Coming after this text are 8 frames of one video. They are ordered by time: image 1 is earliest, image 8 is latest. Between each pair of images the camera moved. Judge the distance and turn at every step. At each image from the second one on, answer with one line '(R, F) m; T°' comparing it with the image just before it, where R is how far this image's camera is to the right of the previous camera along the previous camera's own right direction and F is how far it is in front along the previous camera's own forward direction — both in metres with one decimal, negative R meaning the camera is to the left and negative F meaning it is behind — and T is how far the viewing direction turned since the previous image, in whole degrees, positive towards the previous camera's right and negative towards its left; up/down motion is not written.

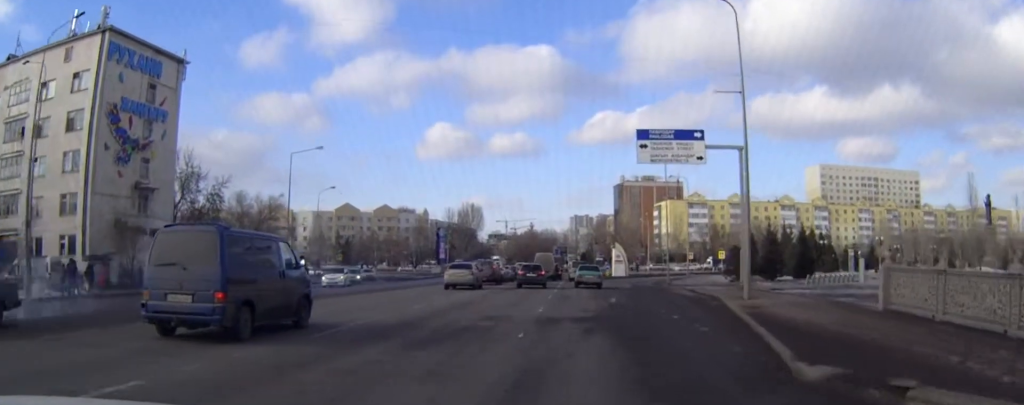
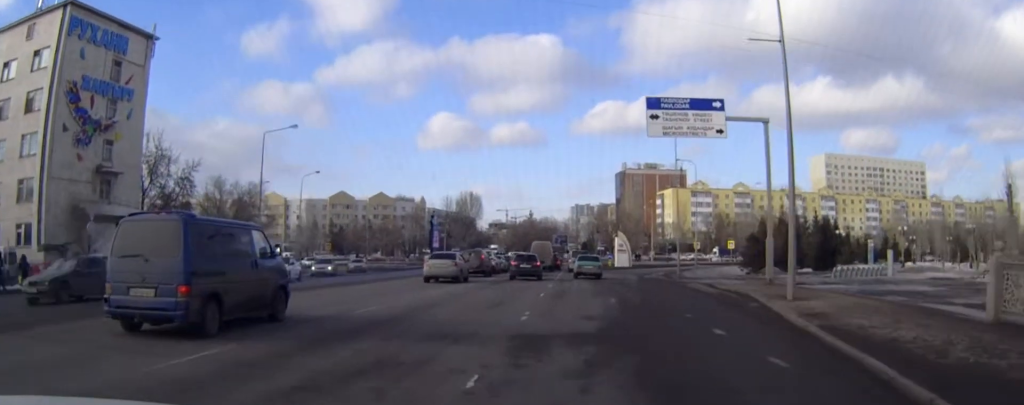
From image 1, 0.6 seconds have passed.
(0.0, +5.8) m; 0°
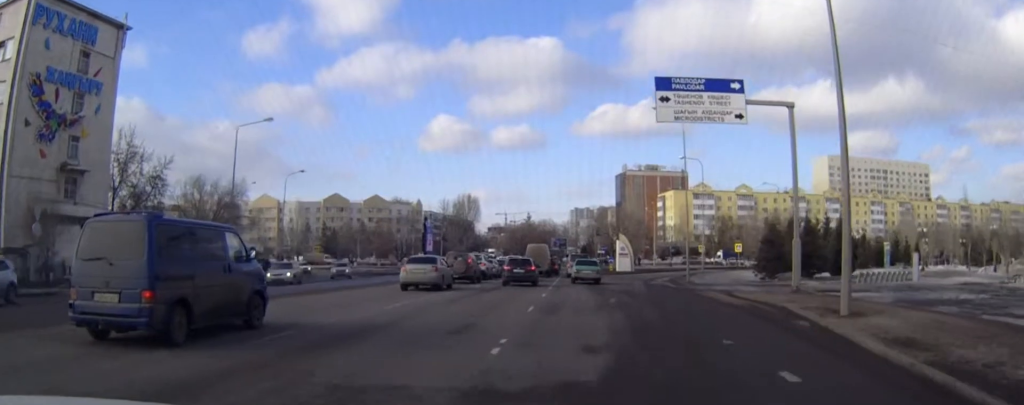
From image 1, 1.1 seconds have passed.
(0.0, +4.7) m; 0°
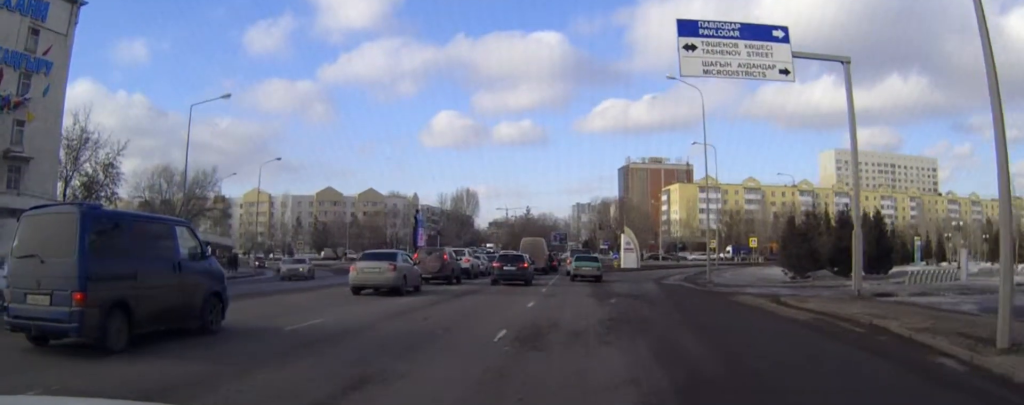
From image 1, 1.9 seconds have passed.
(0.0, +7.0) m; 0°
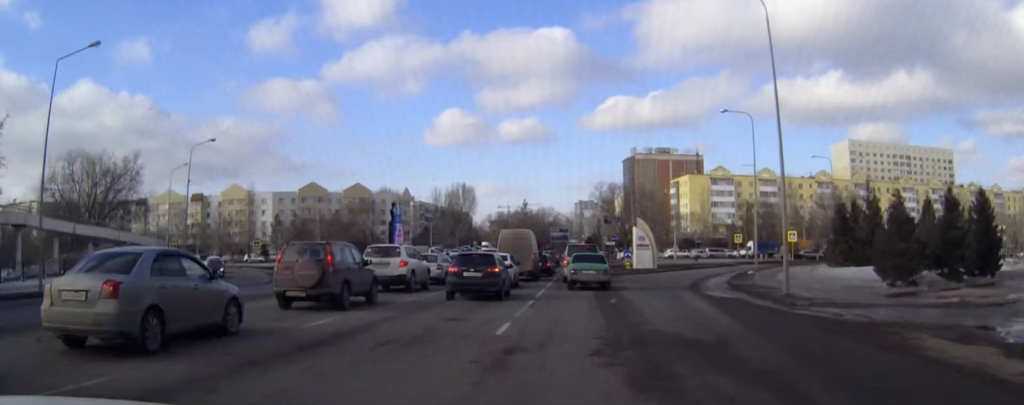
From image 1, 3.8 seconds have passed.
(-0.1, +14.1) m; 0°
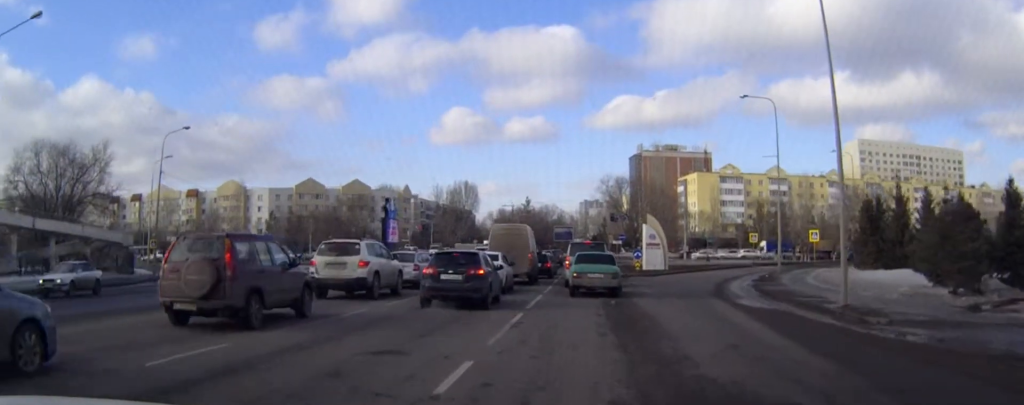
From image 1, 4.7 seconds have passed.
(0.0, +5.0) m; 0°
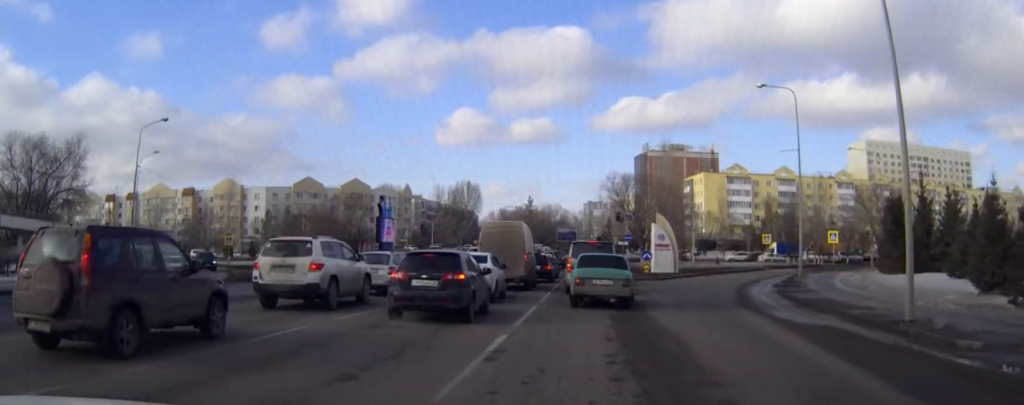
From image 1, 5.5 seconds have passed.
(0.0, +3.7) m; 0°
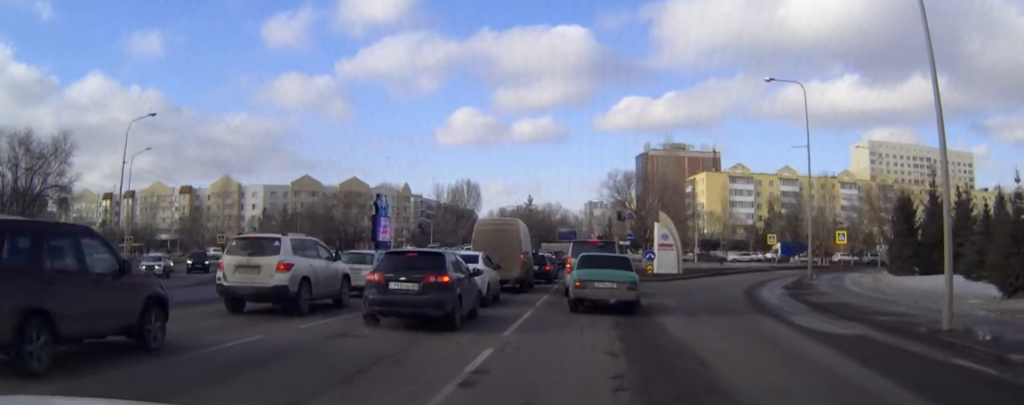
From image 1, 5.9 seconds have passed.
(0.0, +1.8) m; 0°
